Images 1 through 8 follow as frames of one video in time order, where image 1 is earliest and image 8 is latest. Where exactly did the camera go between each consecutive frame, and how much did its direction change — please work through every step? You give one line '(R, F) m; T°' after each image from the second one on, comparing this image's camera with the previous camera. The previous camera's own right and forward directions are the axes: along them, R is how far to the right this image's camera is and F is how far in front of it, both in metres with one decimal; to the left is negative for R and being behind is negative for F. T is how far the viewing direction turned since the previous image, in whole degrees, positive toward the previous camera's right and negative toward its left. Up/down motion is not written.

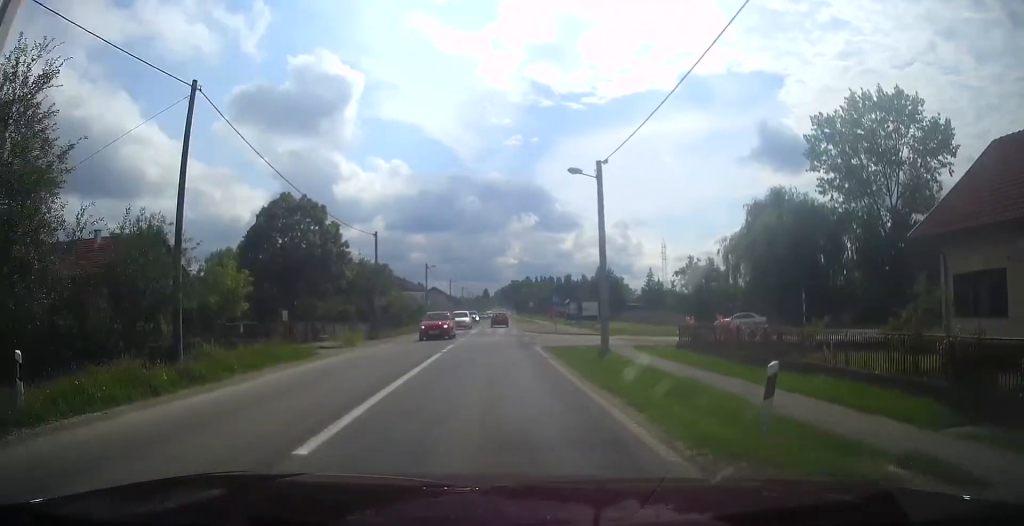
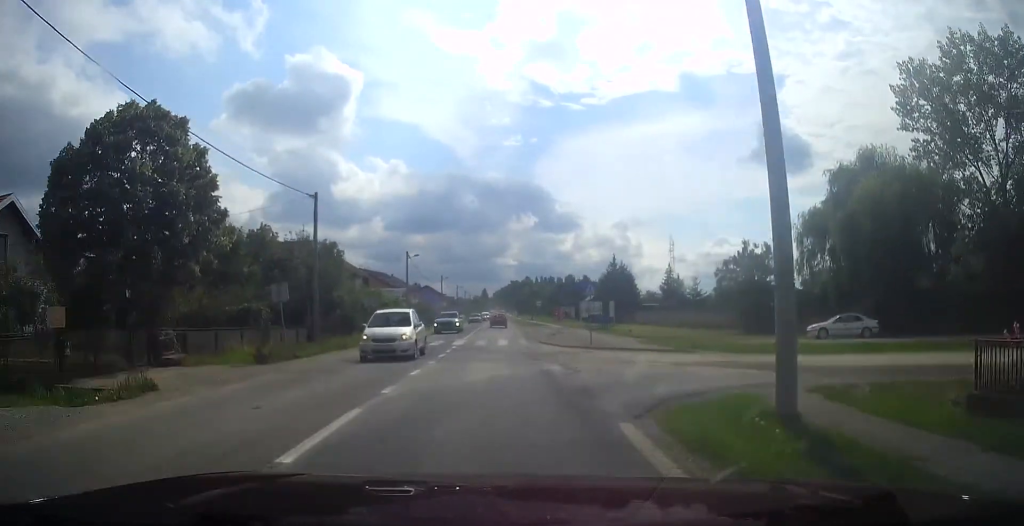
(-0.1, +16.1) m; 0°
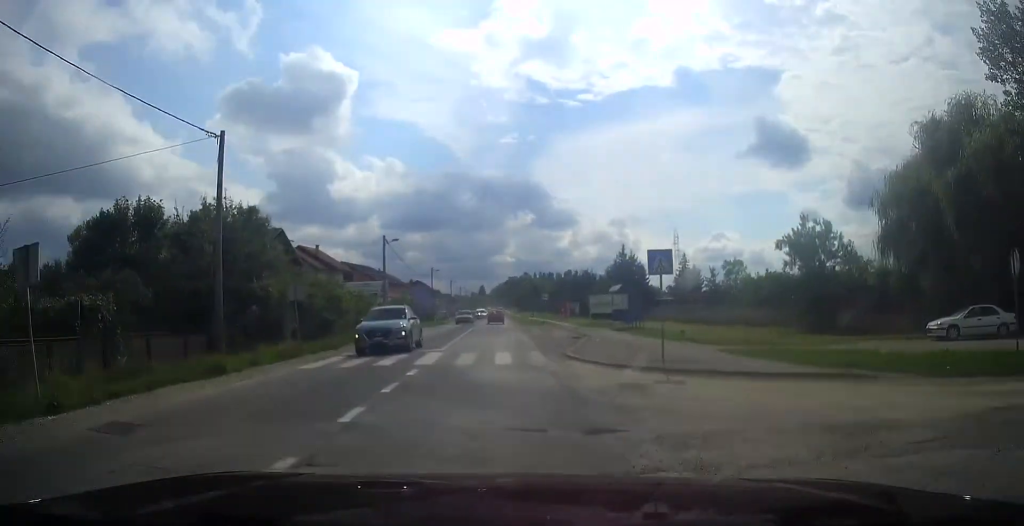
(+0.1, +11.4) m; 0°
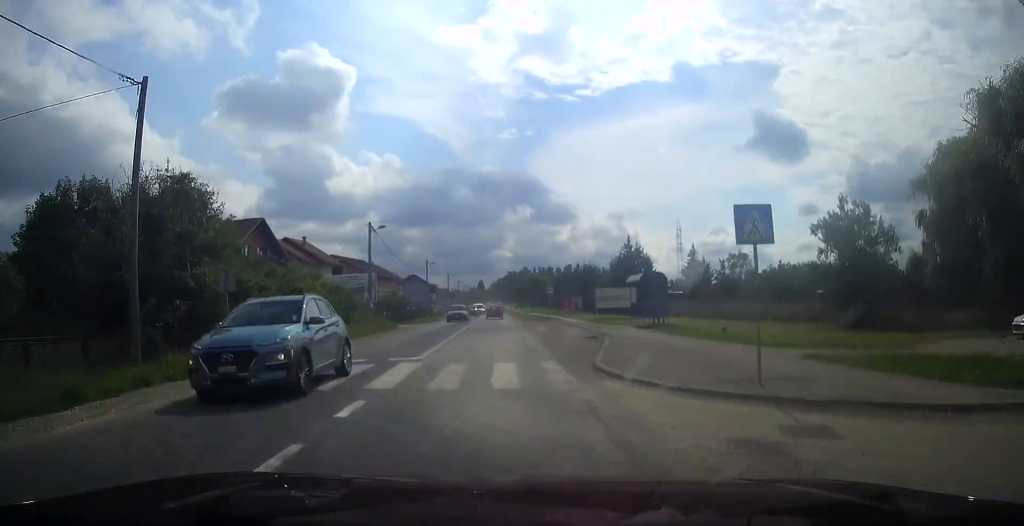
(0.0, +5.4) m; +1°
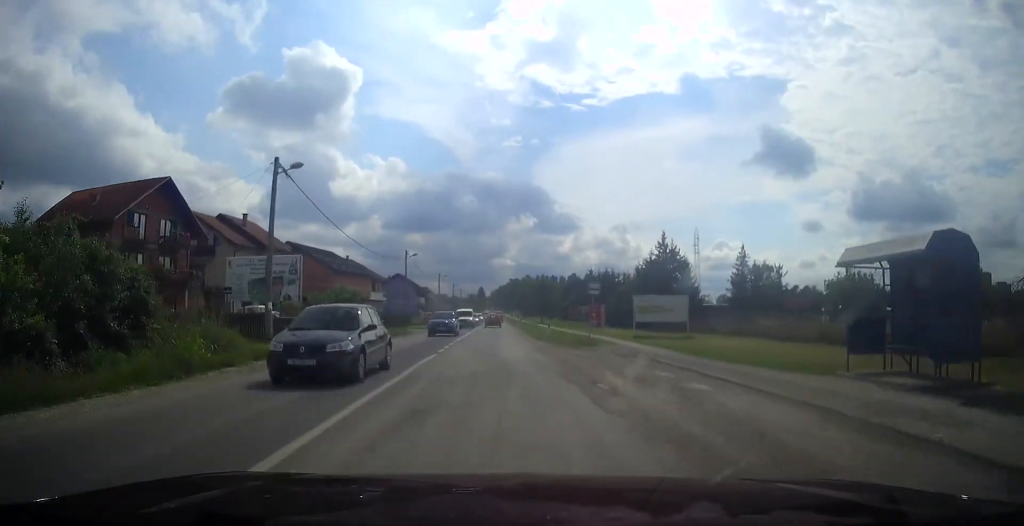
(+0.5, +20.7) m; +1°
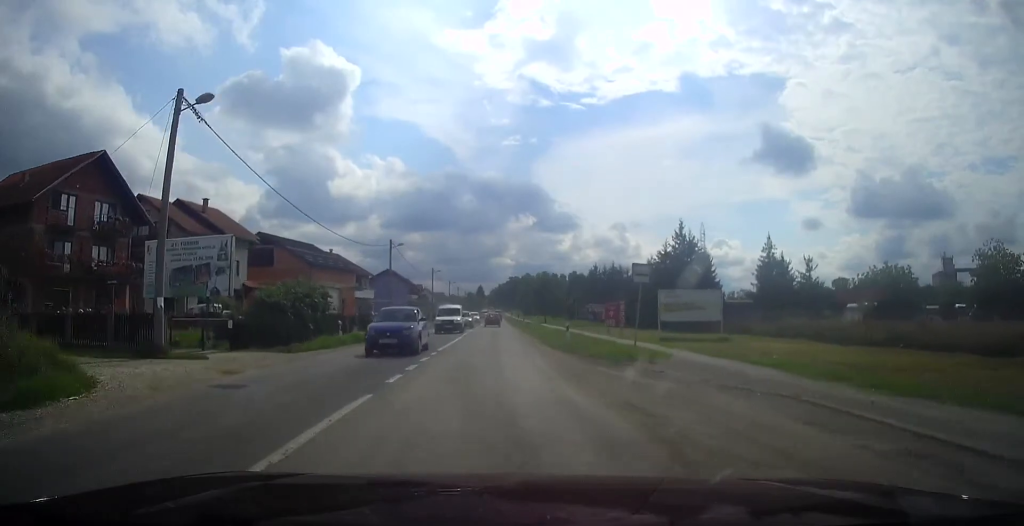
(-0.2, +8.7) m; -1°
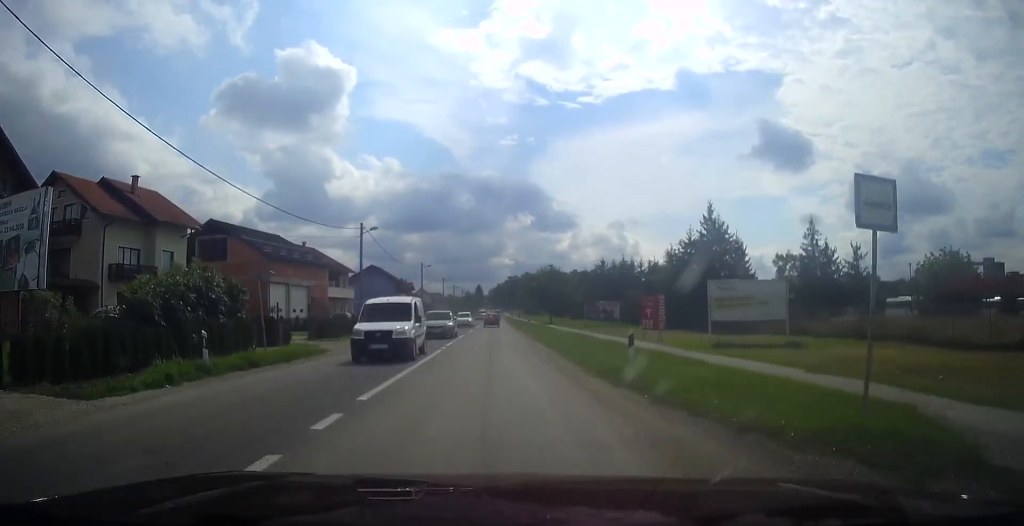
(-0.1, +11.4) m; 0°
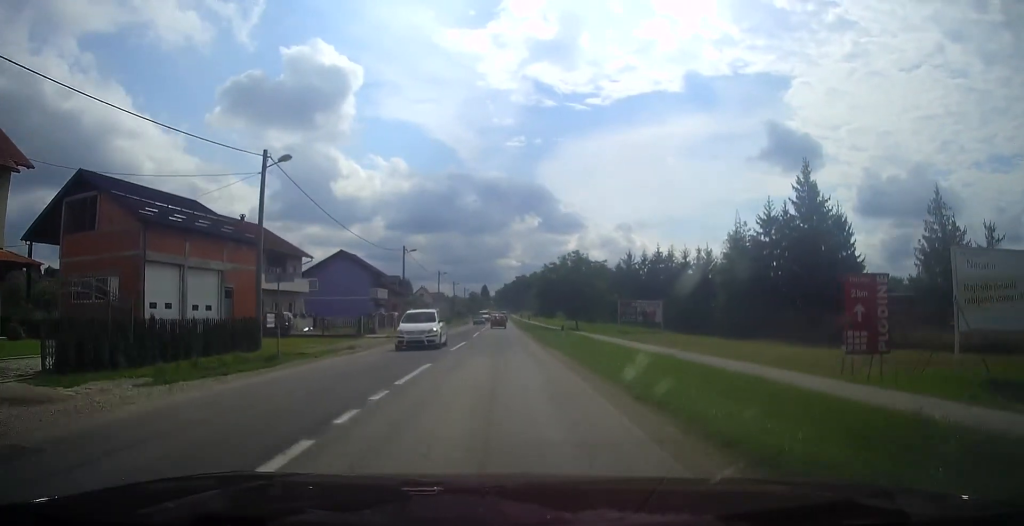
(+0.1, +20.4) m; 0°
